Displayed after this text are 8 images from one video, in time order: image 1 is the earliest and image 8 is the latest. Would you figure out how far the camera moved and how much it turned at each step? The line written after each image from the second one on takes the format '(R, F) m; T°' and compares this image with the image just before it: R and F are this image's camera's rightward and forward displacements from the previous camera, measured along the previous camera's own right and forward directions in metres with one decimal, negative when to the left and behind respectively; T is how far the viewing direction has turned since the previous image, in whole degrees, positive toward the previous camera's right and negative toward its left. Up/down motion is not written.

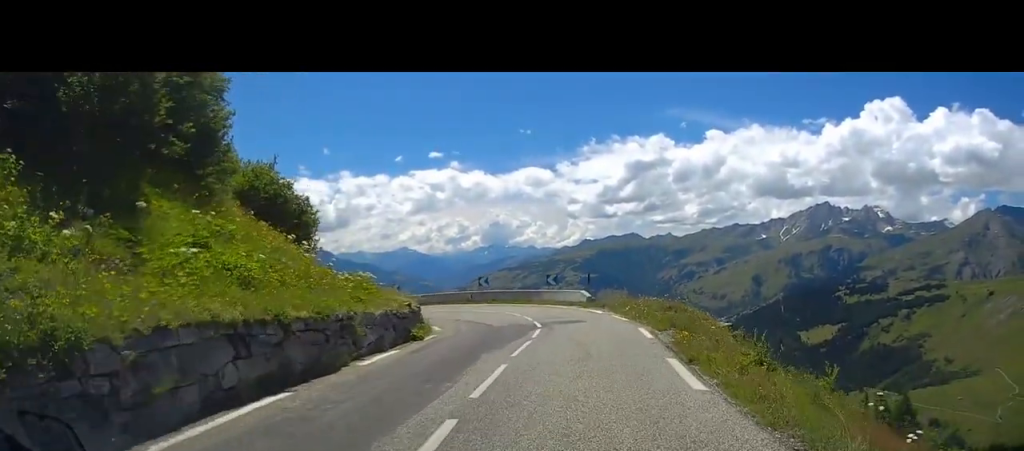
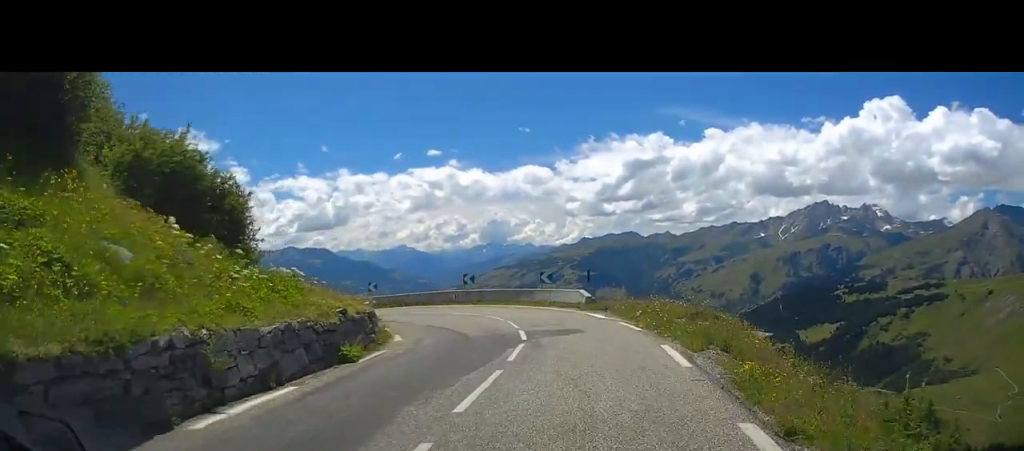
(0.0, +5.2) m; -1°
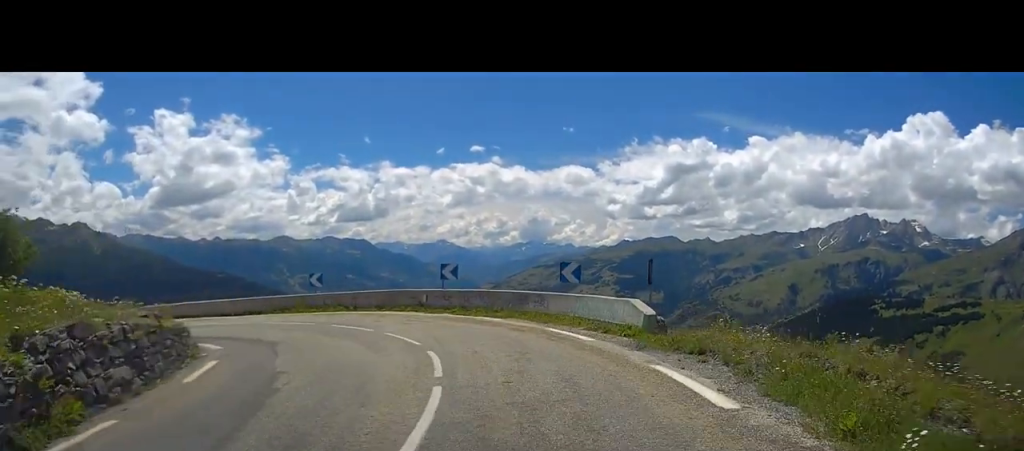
(-0.6, +14.7) m; -6°
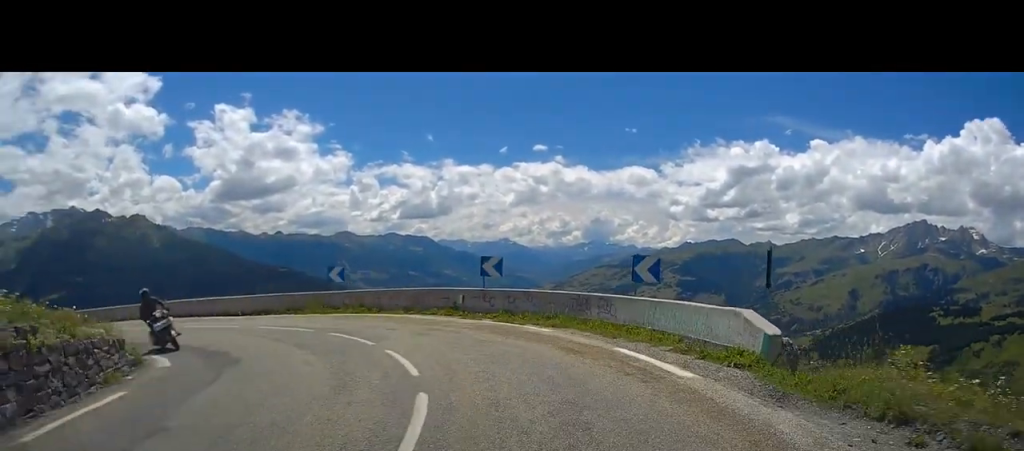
(-0.1, +4.6) m; -4°
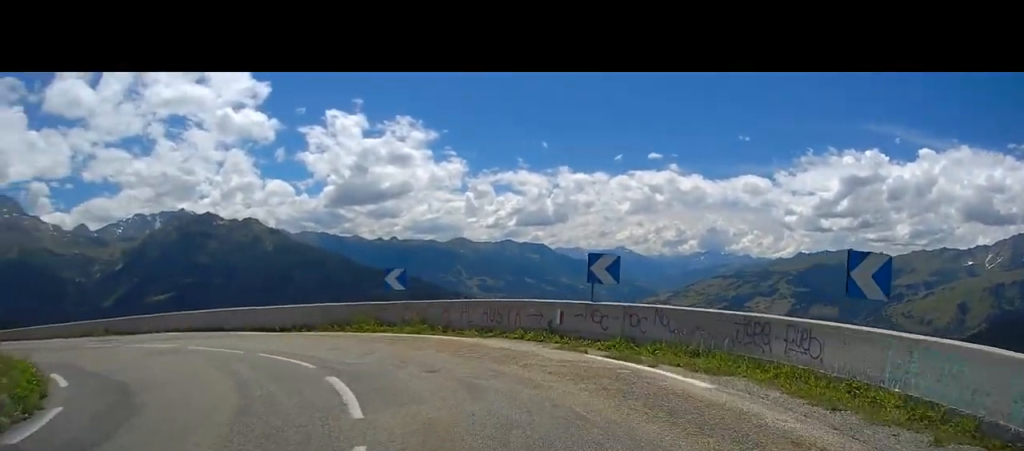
(-0.3, +6.0) m; -10°
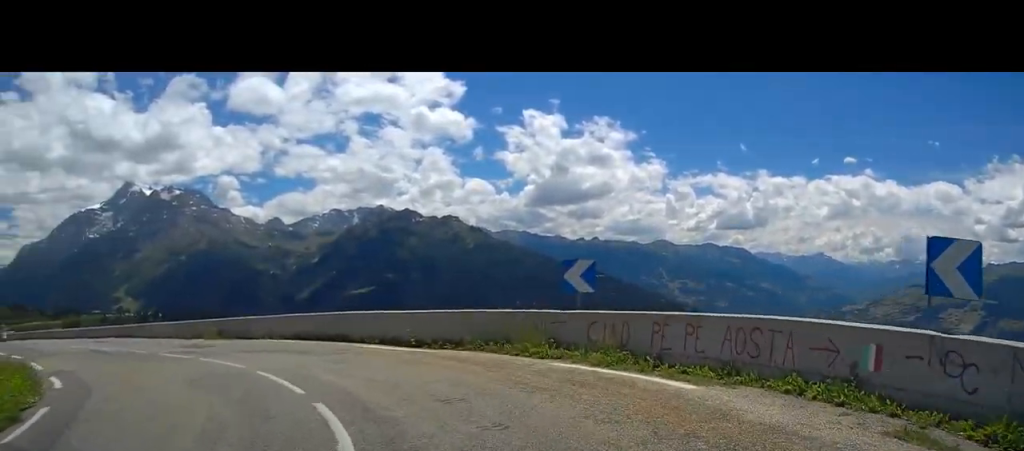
(-0.7, +5.4) m; -19°
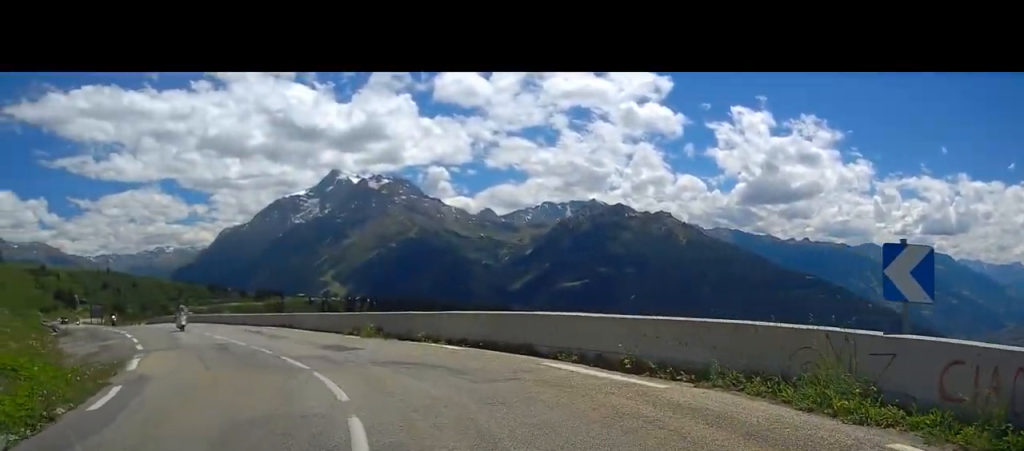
(-0.7, +4.2) m; -19°
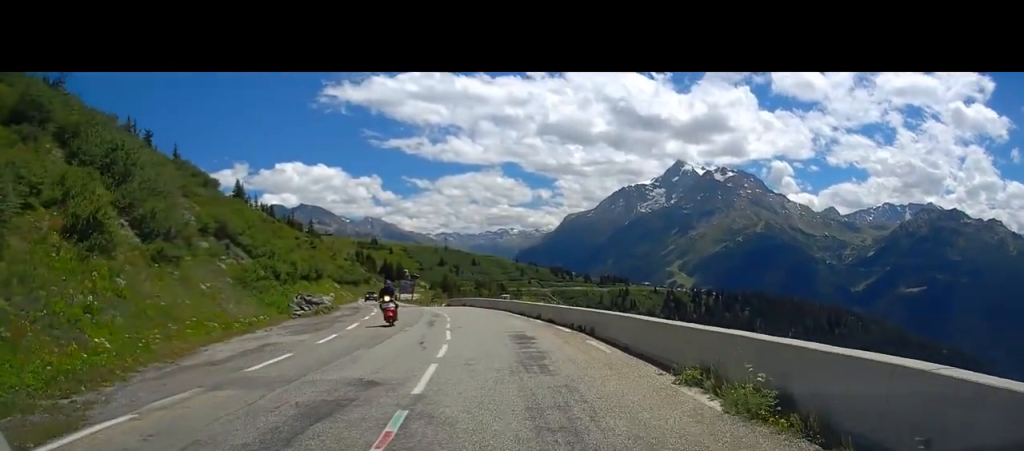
(-4.0, +11.5) m; -29°
